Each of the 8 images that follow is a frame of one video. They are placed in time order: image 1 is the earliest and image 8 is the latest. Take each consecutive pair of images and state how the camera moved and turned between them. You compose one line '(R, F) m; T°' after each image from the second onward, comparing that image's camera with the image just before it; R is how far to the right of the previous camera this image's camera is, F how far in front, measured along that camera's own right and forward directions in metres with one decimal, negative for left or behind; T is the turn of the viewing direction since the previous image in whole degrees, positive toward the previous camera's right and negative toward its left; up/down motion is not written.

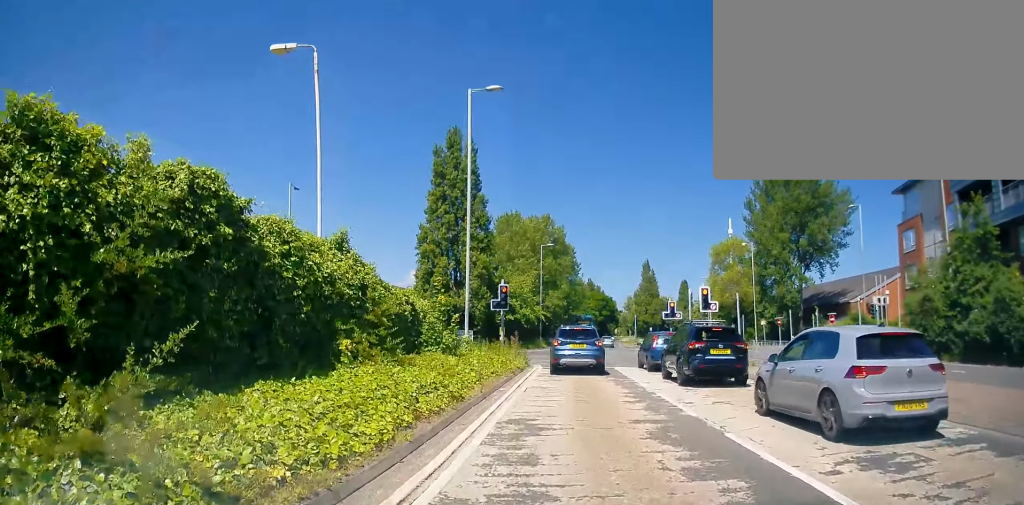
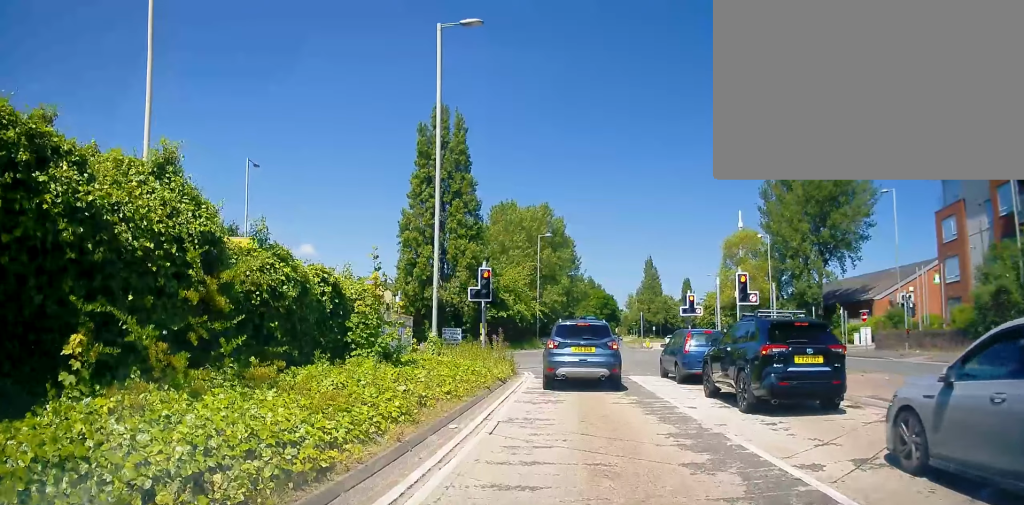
(+0.2, +6.0) m; -3°
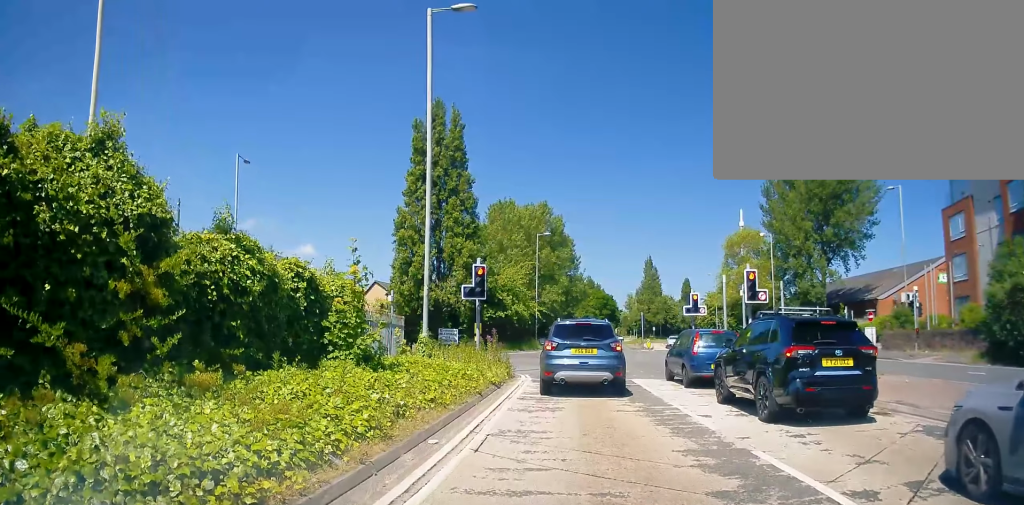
(-0.1, +1.2) m; -3°
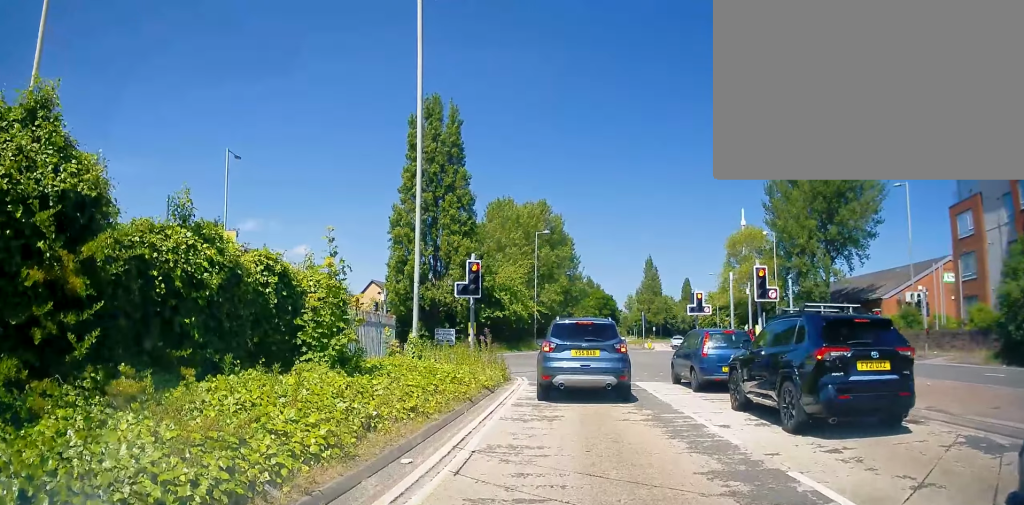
(+0.1, +1.1) m; +2°
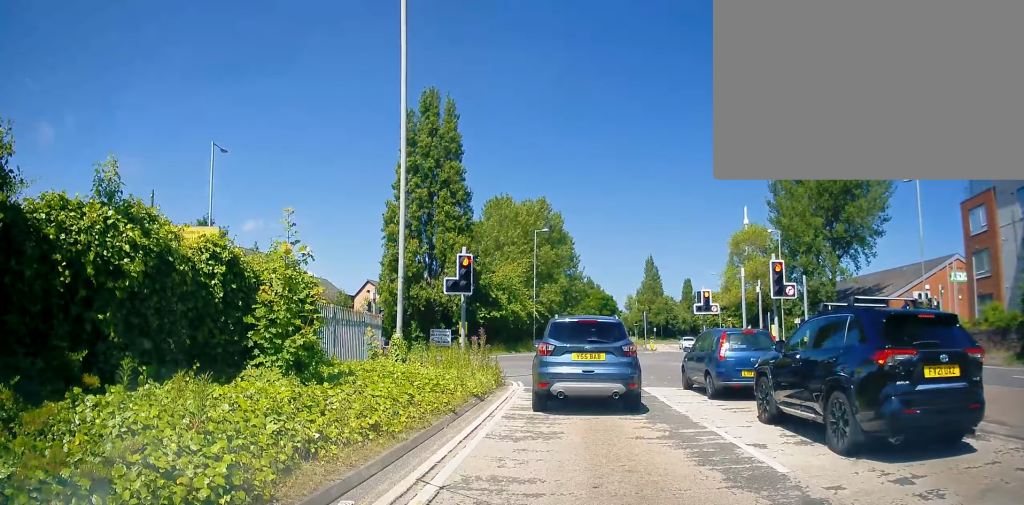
(0.0, +1.7) m; +2°
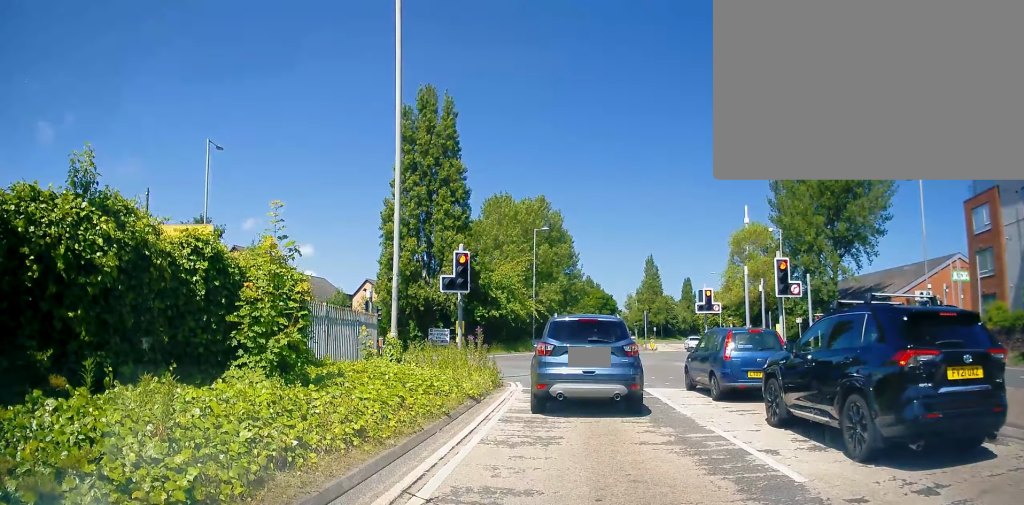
(0.0, +0.4) m; 0°
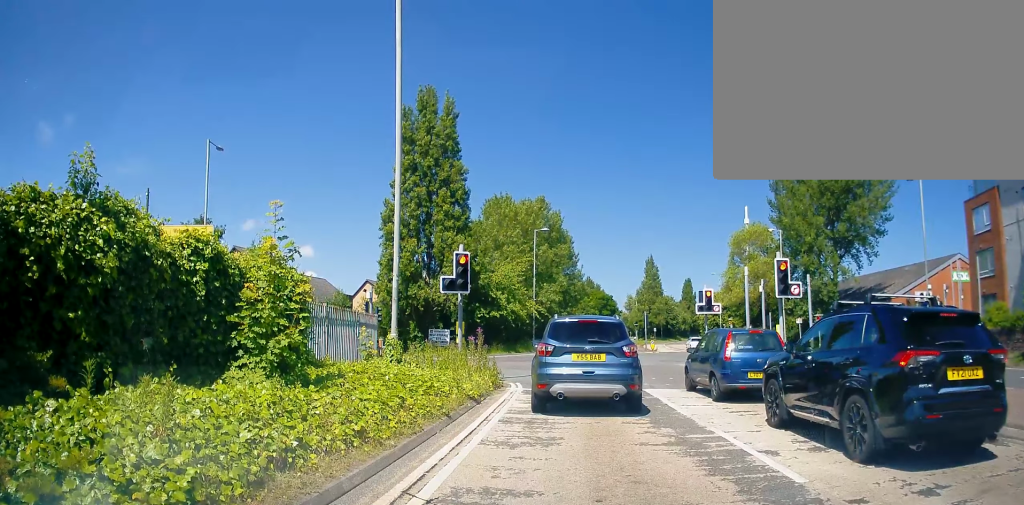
(0.0, 0.0) m; 0°
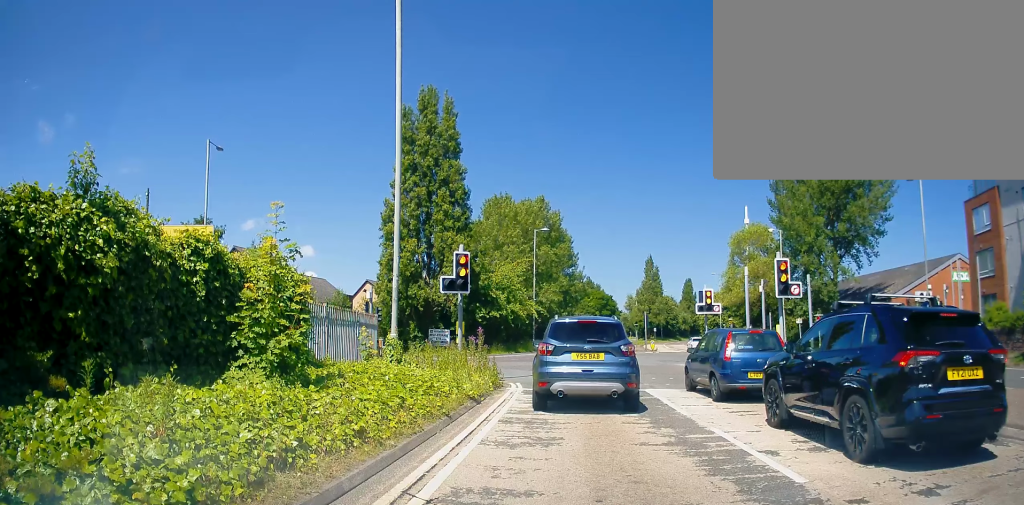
(0.0, 0.0) m; 0°
